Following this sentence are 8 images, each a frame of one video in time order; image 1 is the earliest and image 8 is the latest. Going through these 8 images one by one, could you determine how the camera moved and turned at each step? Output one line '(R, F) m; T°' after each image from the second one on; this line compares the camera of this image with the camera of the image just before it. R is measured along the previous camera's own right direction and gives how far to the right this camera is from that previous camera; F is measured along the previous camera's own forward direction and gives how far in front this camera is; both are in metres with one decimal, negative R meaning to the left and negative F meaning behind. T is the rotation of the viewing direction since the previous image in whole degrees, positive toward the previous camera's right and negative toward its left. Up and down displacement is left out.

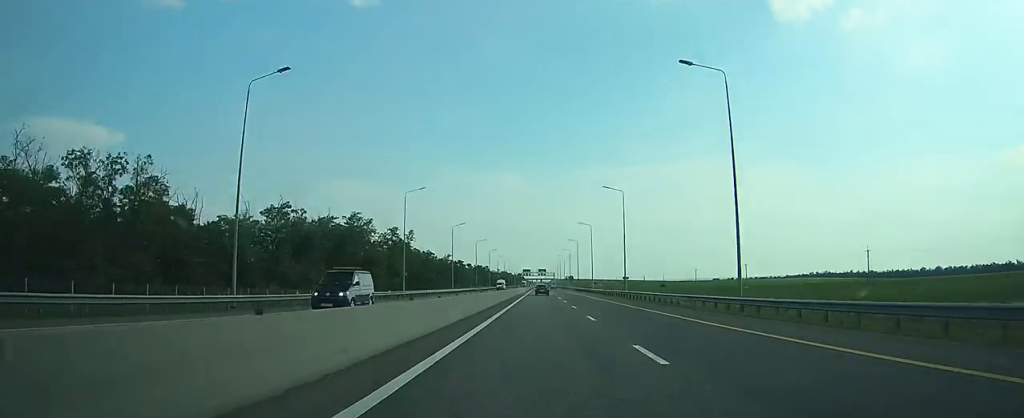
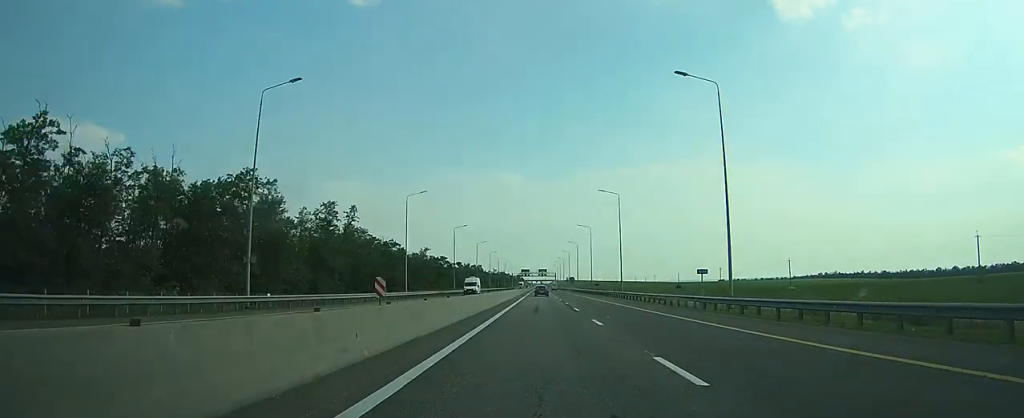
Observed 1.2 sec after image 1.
(+0.2, +38.1) m; 0°
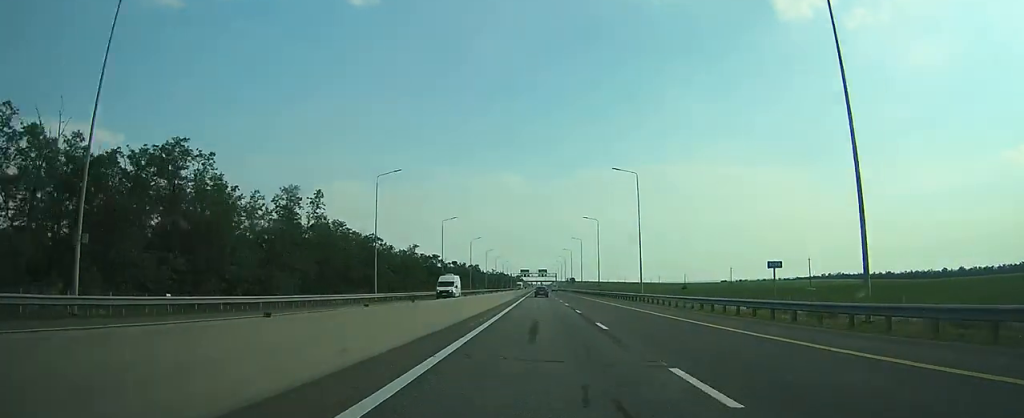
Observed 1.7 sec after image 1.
(0.0, +13.5) m; 0°
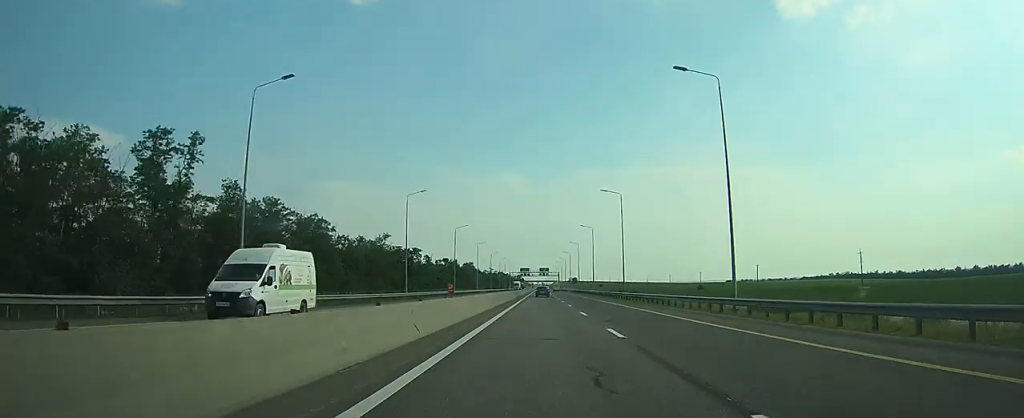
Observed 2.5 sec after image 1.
(0.0, +27.4) m; 0°
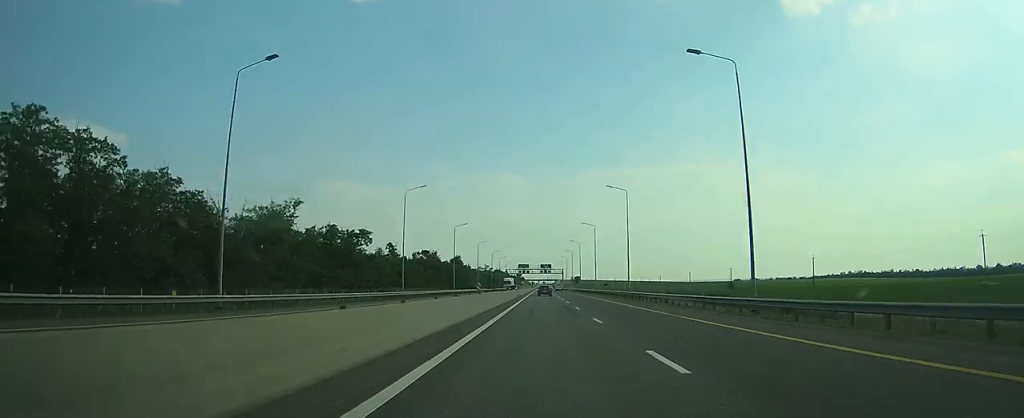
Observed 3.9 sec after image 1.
(0.0, +42.7) m; 0°
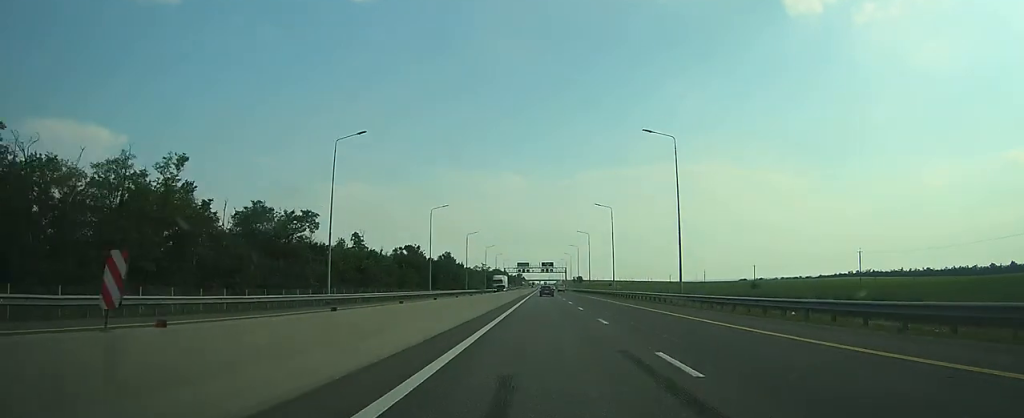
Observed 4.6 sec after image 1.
(0.0, +24.7) m; 0°
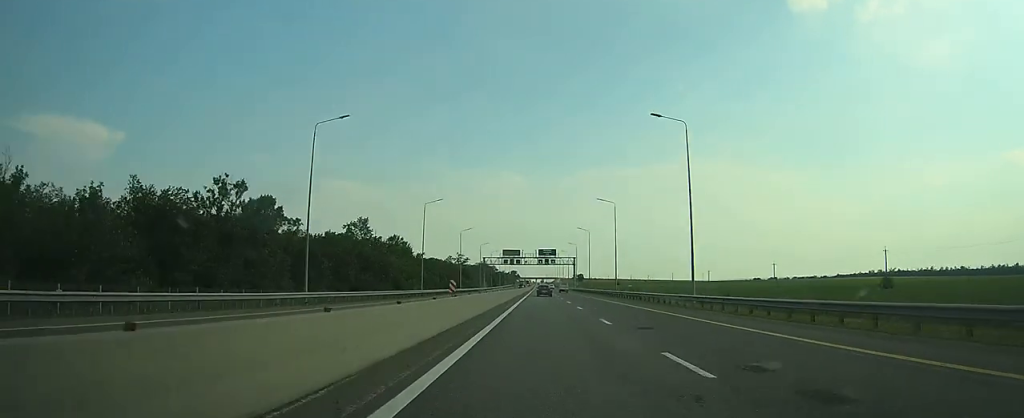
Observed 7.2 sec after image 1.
(-0.1, +84.7) m; 0°
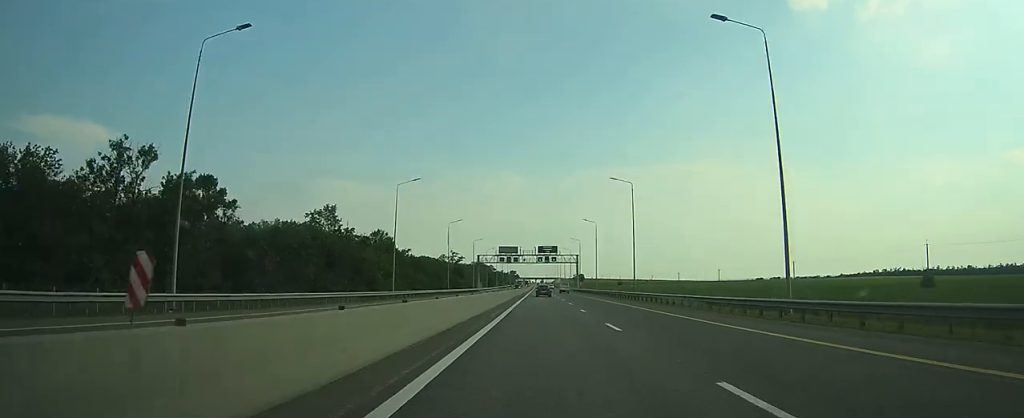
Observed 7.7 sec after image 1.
(0.0, +15.3) m; 0°
